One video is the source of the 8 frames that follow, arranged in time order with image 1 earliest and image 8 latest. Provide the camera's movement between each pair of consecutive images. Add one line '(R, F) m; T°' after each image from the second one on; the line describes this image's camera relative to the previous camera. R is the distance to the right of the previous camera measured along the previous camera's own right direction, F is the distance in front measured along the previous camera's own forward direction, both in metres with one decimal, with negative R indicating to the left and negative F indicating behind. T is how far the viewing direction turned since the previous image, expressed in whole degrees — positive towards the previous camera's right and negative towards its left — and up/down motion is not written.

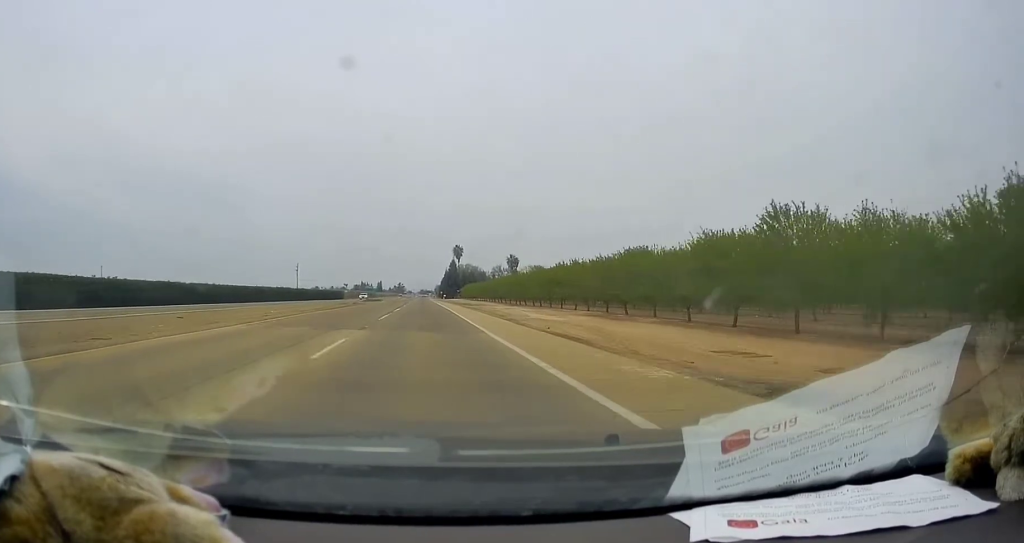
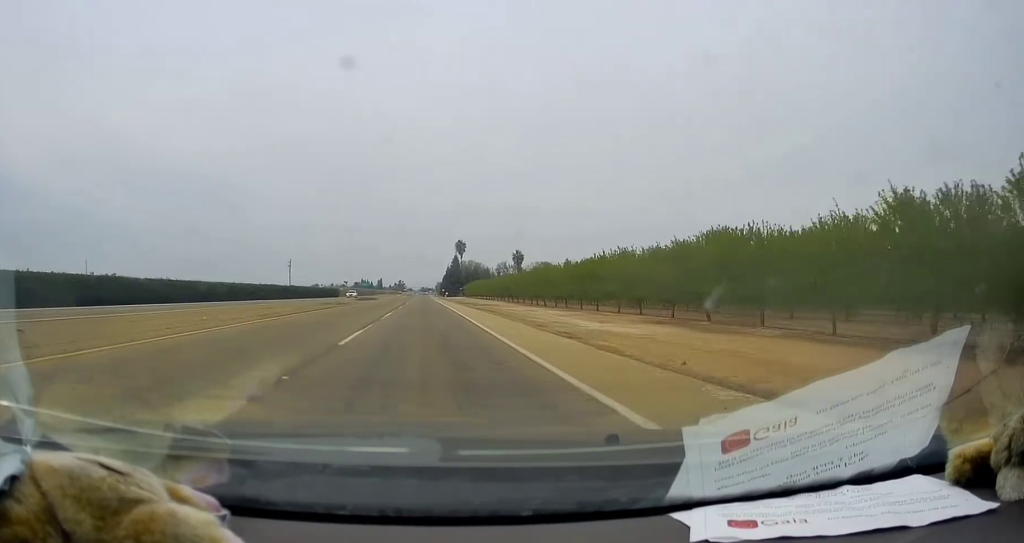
(-0.2, +12.1) m; +1°
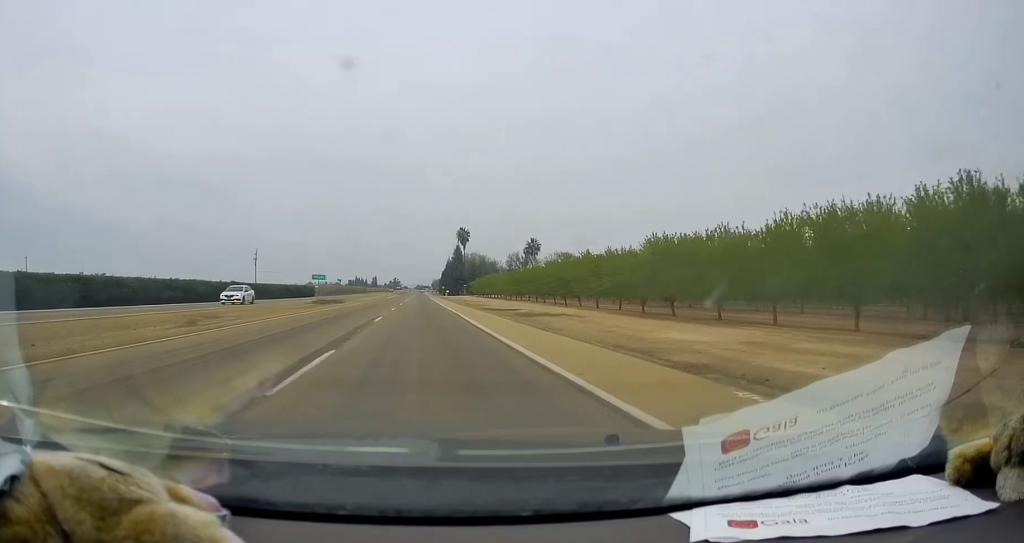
(+0.3, +35.4) m; -1°
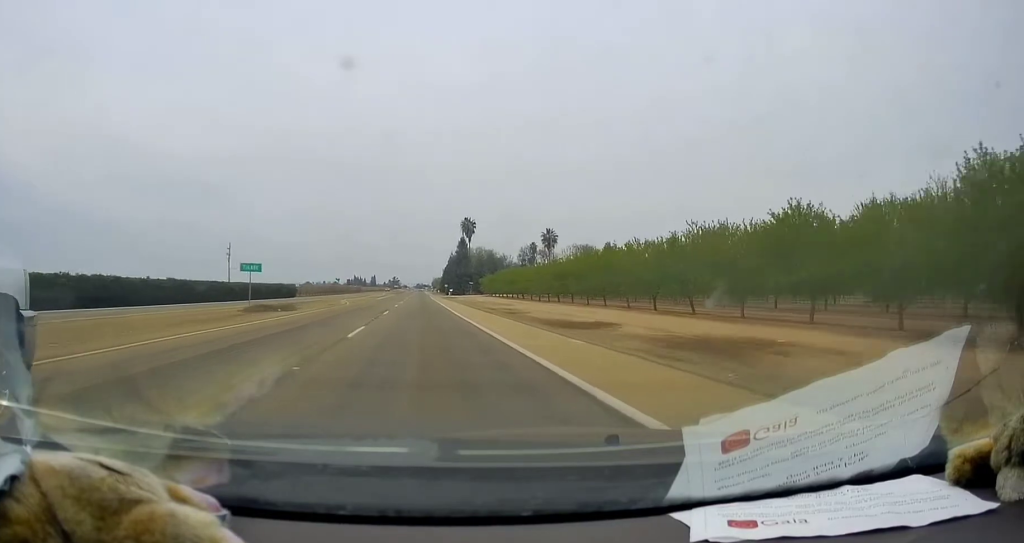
(-0.4, +22.5) m; -1°
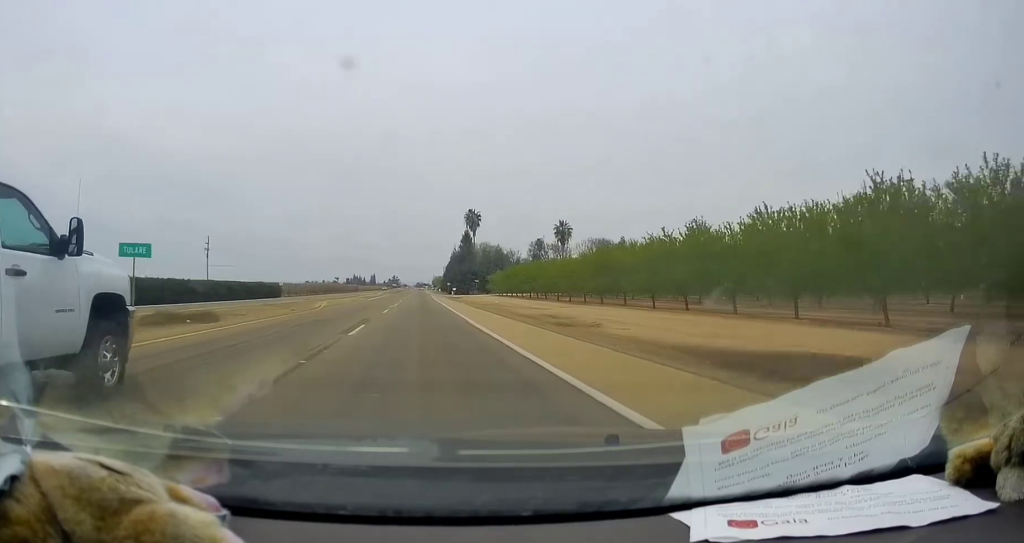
(0.0, +14.2) m; 0°
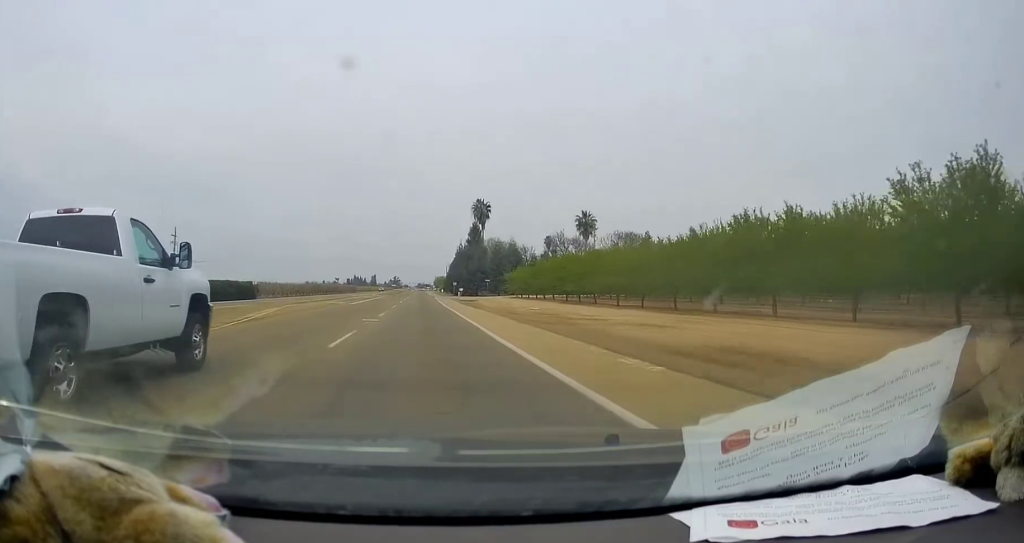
(-0.1, +17.9) m; +1°
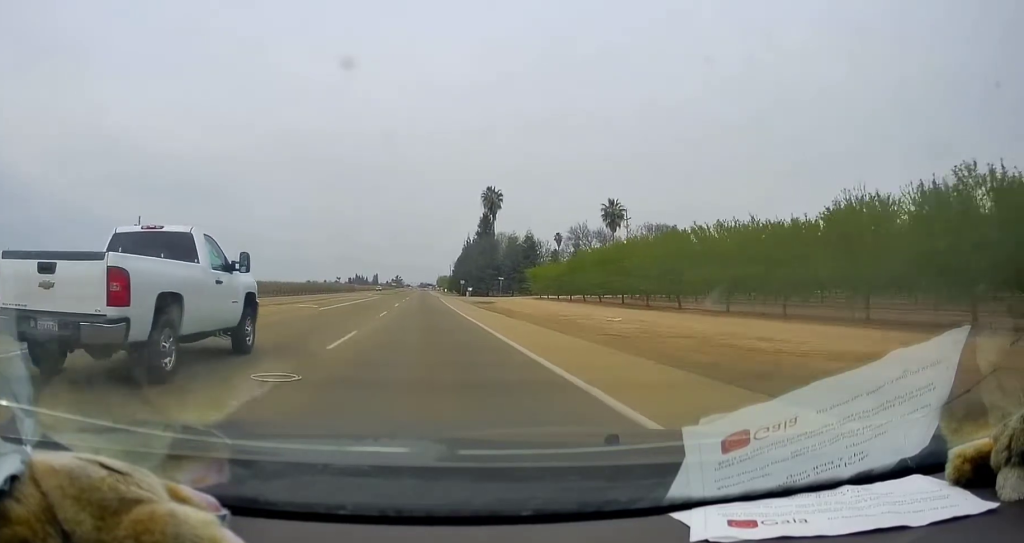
(+0.3, +14.9) m; 0°
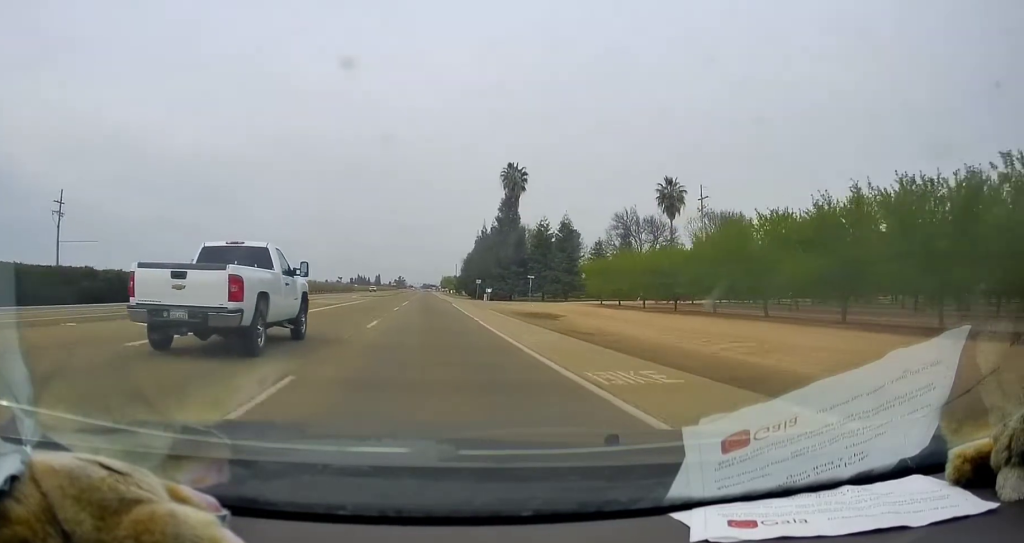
(-0.2, +23.1) m; -1°
